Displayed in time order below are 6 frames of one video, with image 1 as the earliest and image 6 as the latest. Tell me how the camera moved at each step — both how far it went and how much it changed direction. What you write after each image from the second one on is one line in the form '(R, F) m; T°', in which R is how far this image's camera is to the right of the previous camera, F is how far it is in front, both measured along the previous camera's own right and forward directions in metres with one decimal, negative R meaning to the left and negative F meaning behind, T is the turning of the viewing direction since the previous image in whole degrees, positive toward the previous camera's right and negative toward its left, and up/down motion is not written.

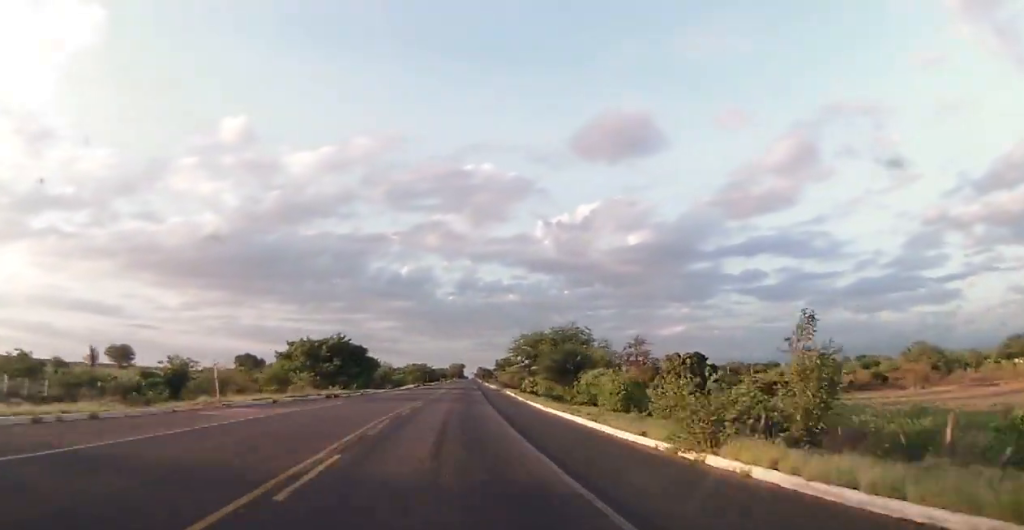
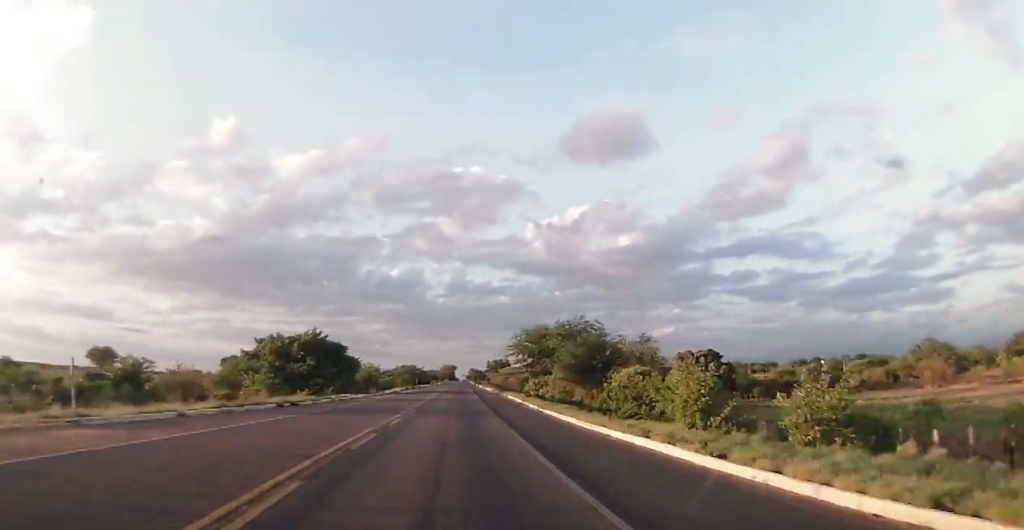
(-0.1, +9.6) m; +1°
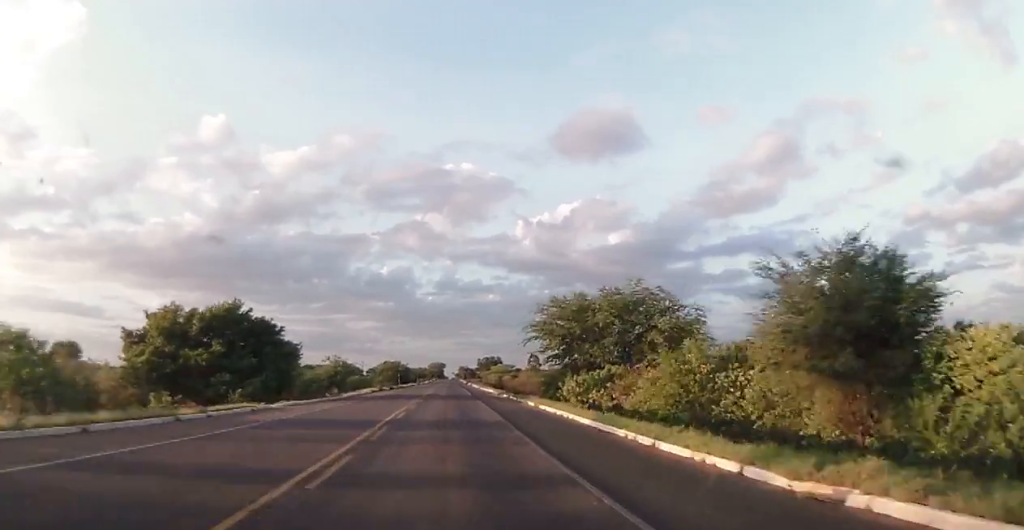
(+0.6, +23.5) m; +2°
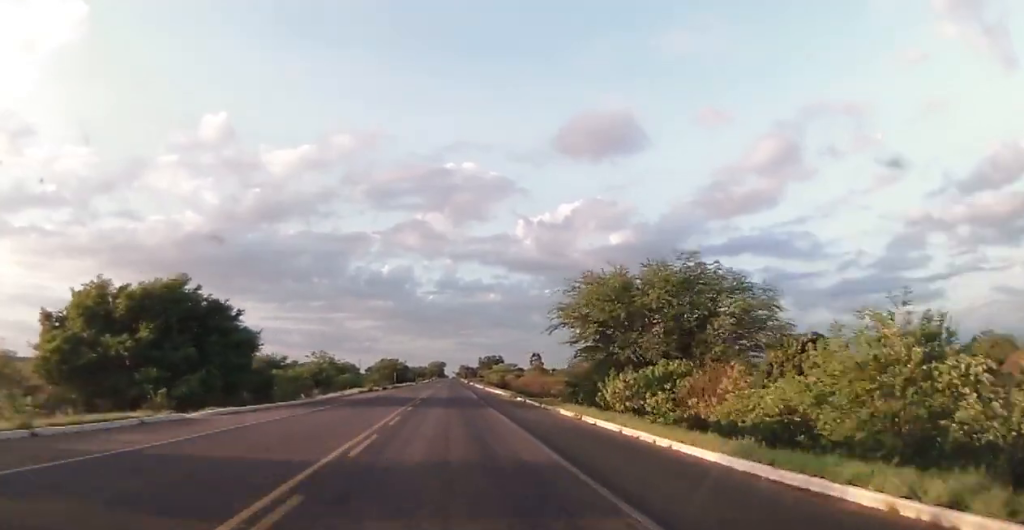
(+0.1, +11.7) m; 0°
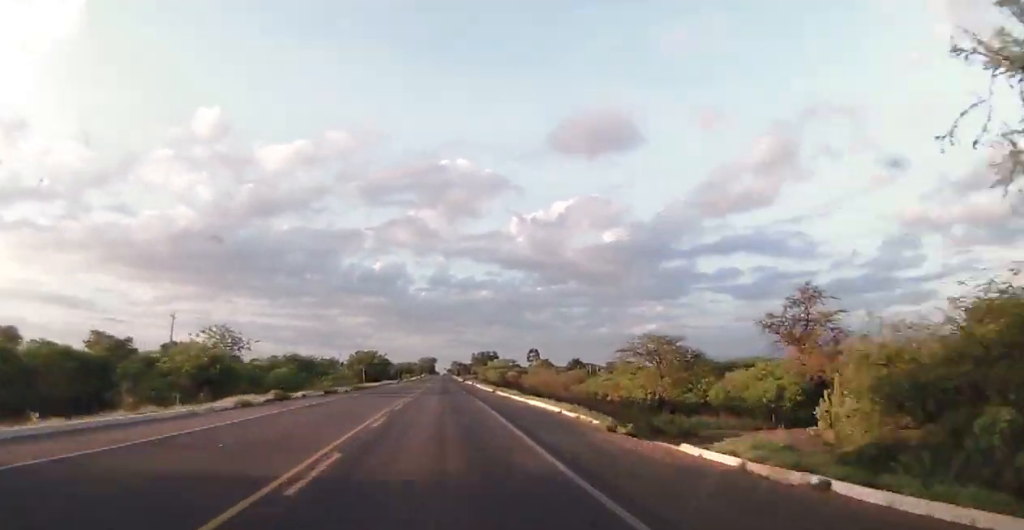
(+0.4, +36.0) m; +1°
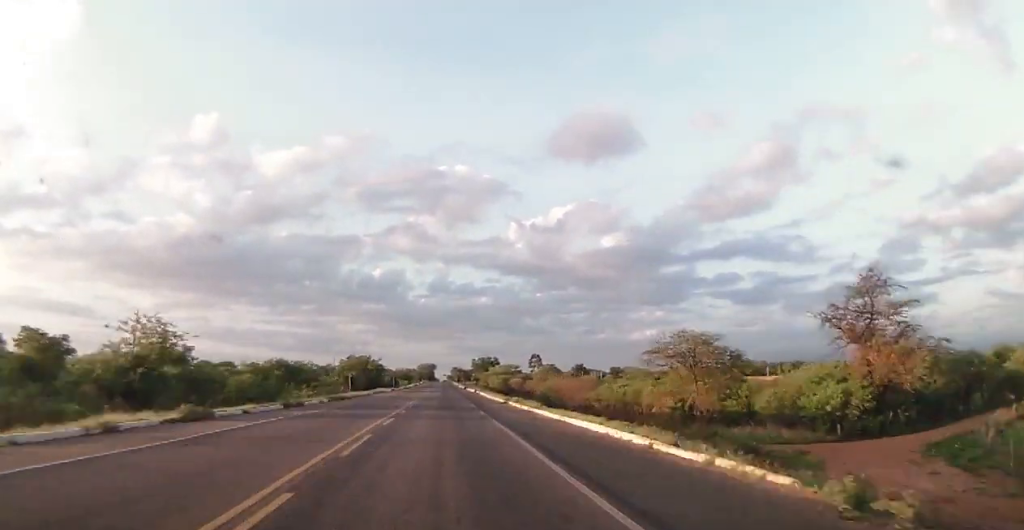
(0.0, +12.1) m; 0°
